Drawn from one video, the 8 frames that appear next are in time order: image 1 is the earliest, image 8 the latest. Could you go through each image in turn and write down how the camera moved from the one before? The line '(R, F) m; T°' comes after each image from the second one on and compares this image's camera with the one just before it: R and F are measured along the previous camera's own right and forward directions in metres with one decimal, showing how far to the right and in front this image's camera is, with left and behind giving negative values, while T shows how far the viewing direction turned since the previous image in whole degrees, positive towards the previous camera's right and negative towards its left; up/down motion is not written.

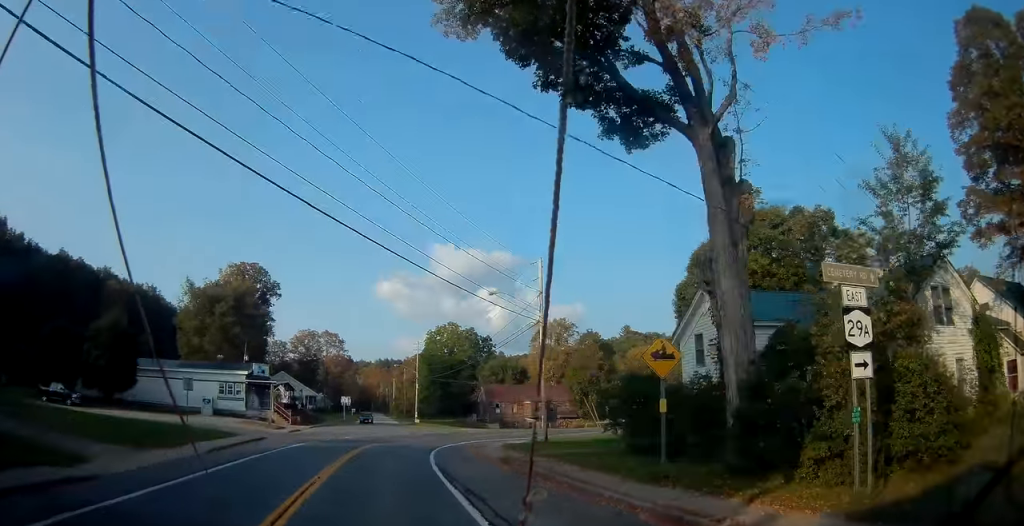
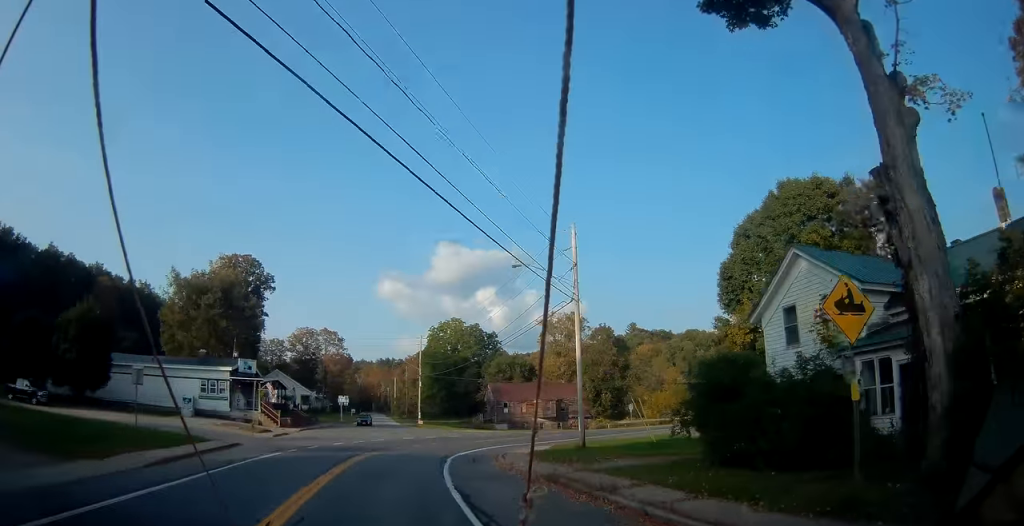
(-0.1, +6.2) m; +1°
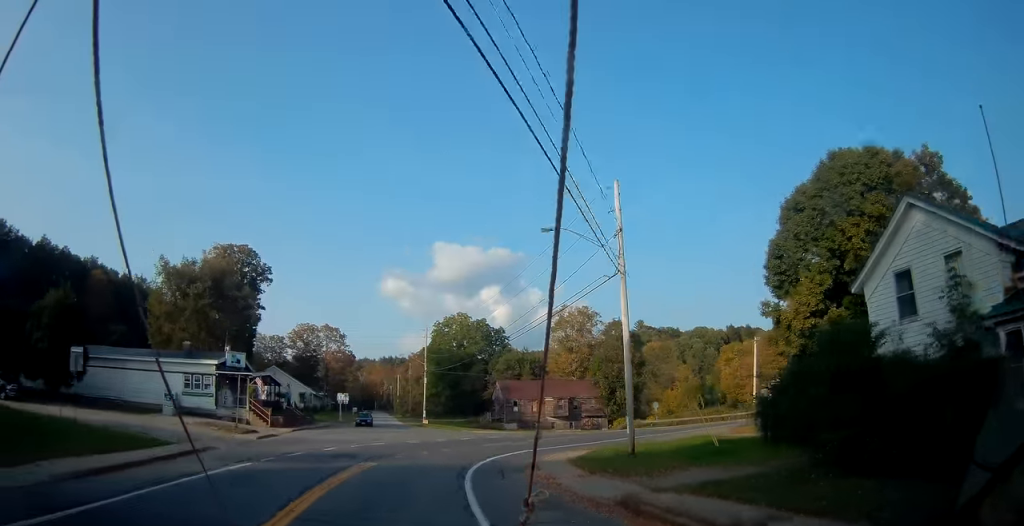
(+0.2, +5.2) m; +1°
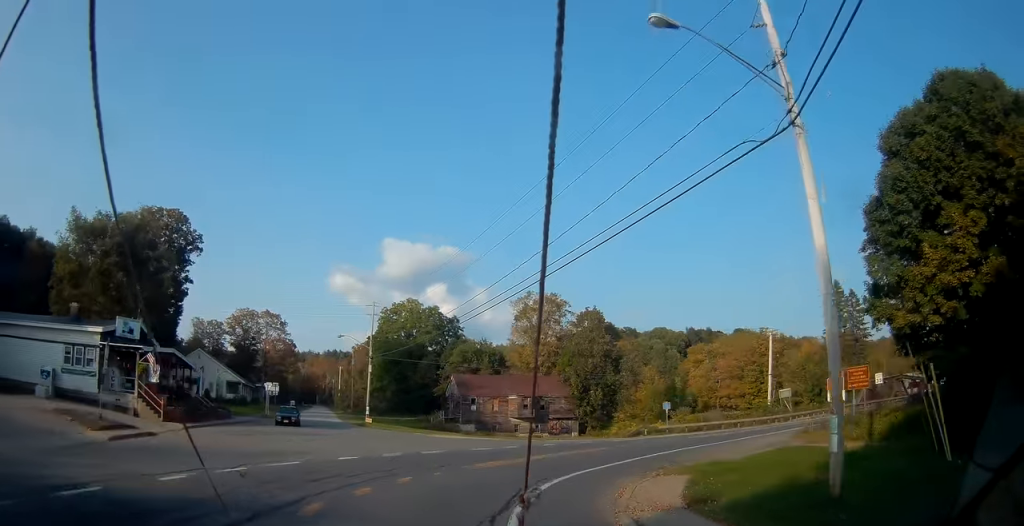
(+0.4, +13.1) m; +6°
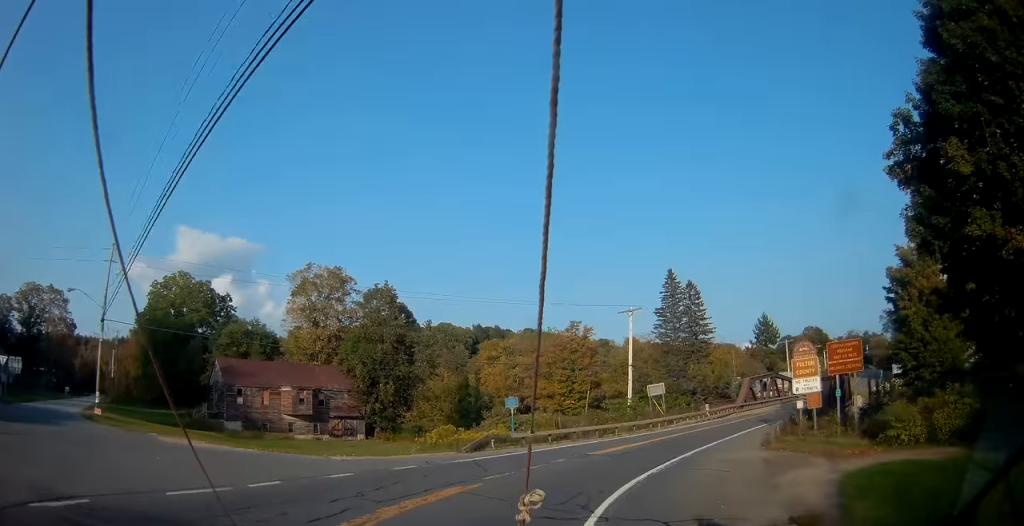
(+1.7, +15.1) m; +20°
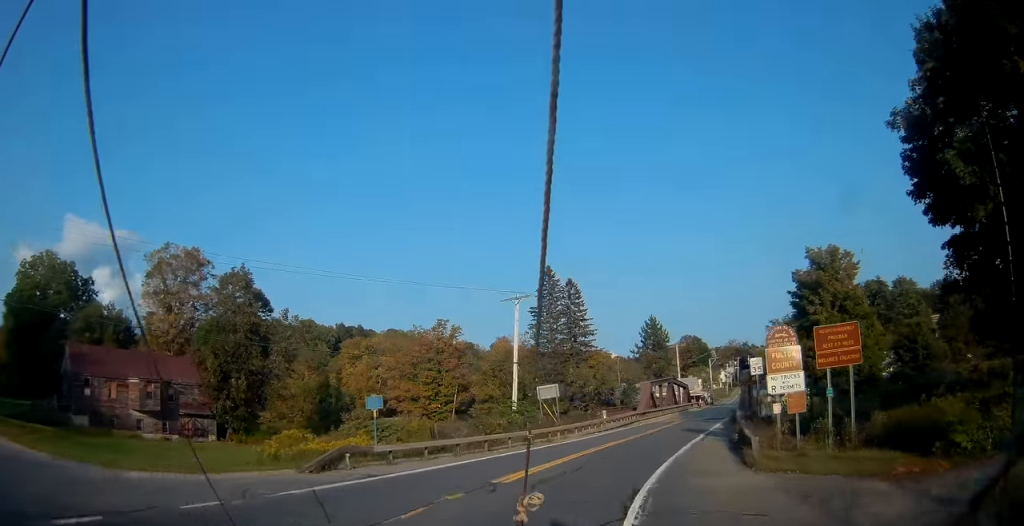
(+1.1, +6.8) m; +14°
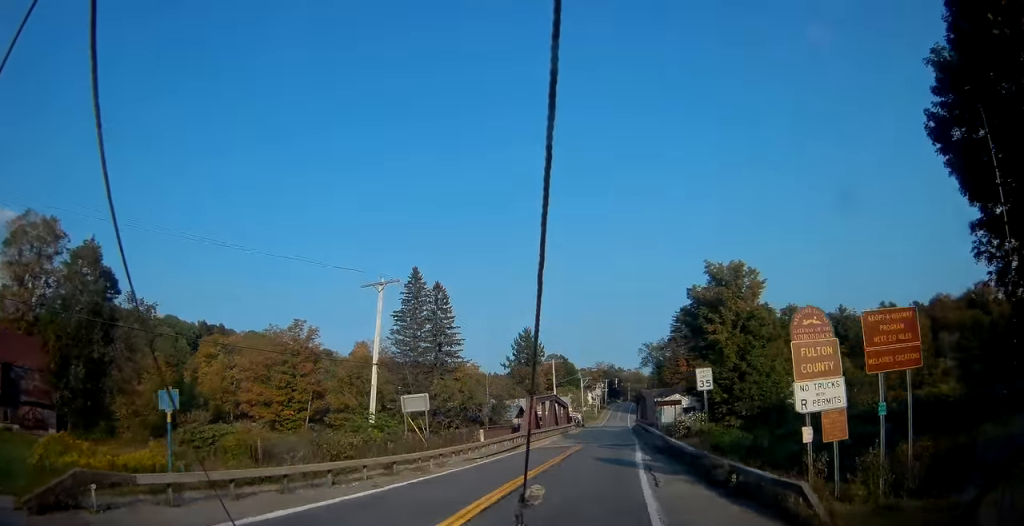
(+1.0, +7.4) m; +14°
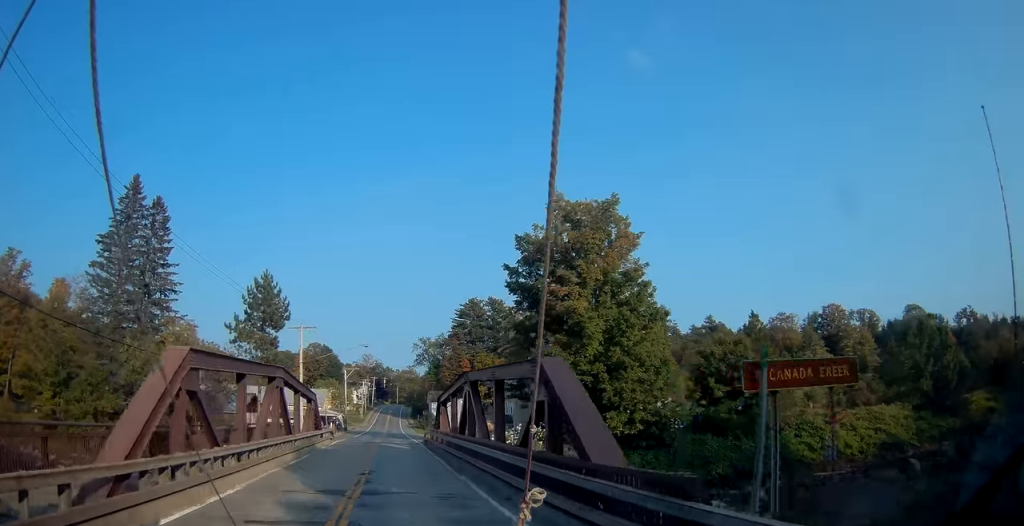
(+7.1, +24.6) m; +24°
